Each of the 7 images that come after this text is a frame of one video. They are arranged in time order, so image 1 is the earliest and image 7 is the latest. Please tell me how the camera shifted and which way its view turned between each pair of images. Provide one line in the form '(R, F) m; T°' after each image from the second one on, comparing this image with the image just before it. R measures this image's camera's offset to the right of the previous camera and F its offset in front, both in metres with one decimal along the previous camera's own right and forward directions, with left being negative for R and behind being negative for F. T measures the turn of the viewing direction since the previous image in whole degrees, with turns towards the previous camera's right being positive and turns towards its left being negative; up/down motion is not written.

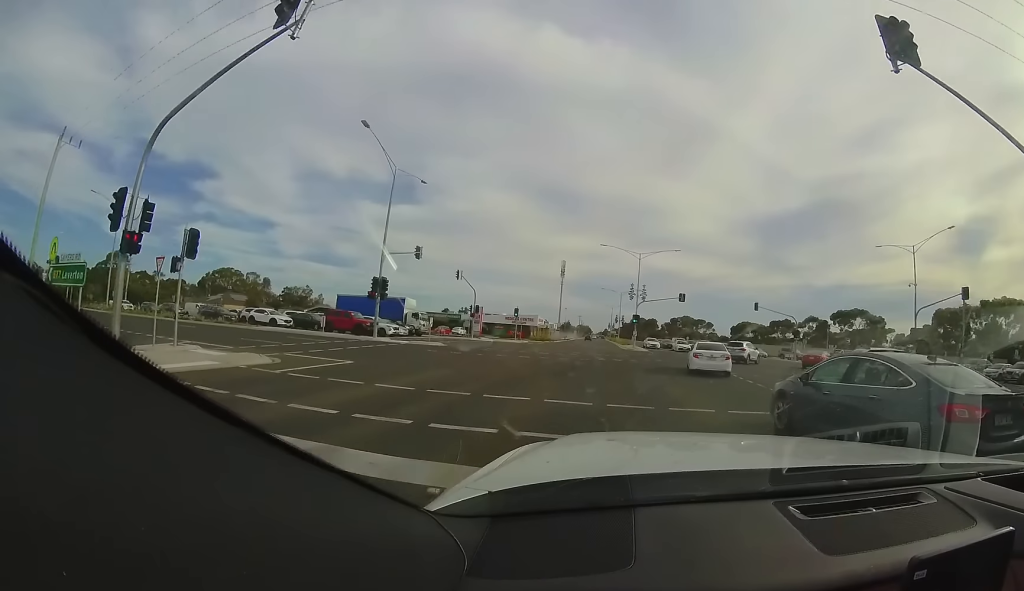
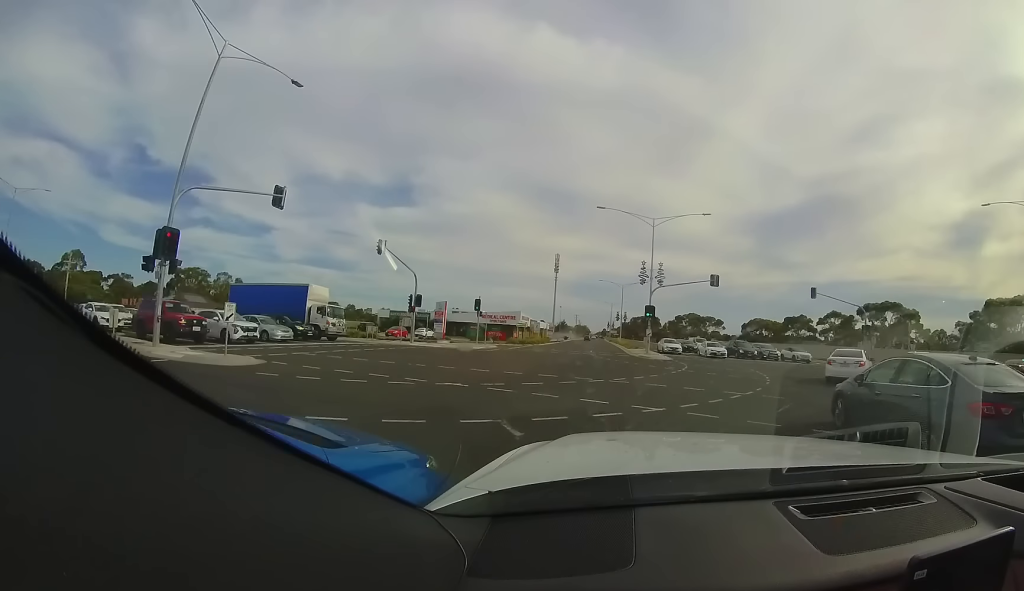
(+0.5, +13.8) m; +3°
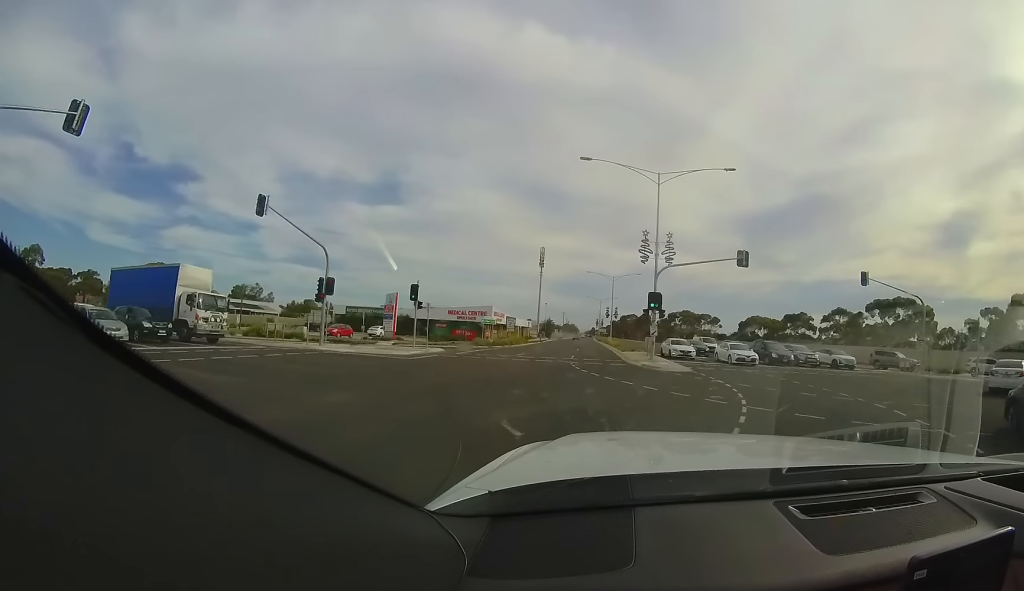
(0.0, +9.3) m; -1°
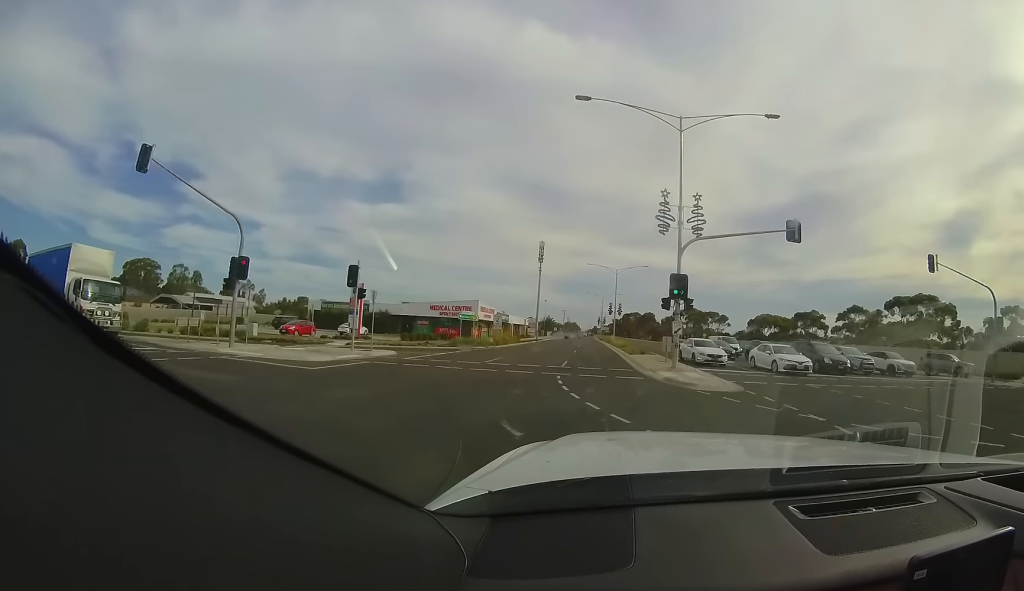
(0.0, +6.4) m; -1°
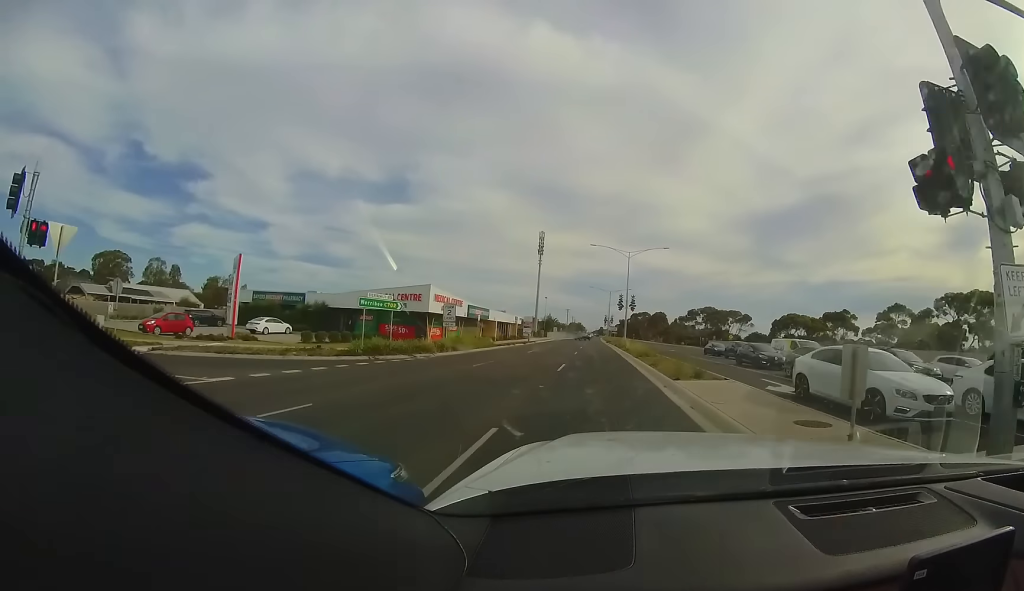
(-0.1, +13.9) m; 0°
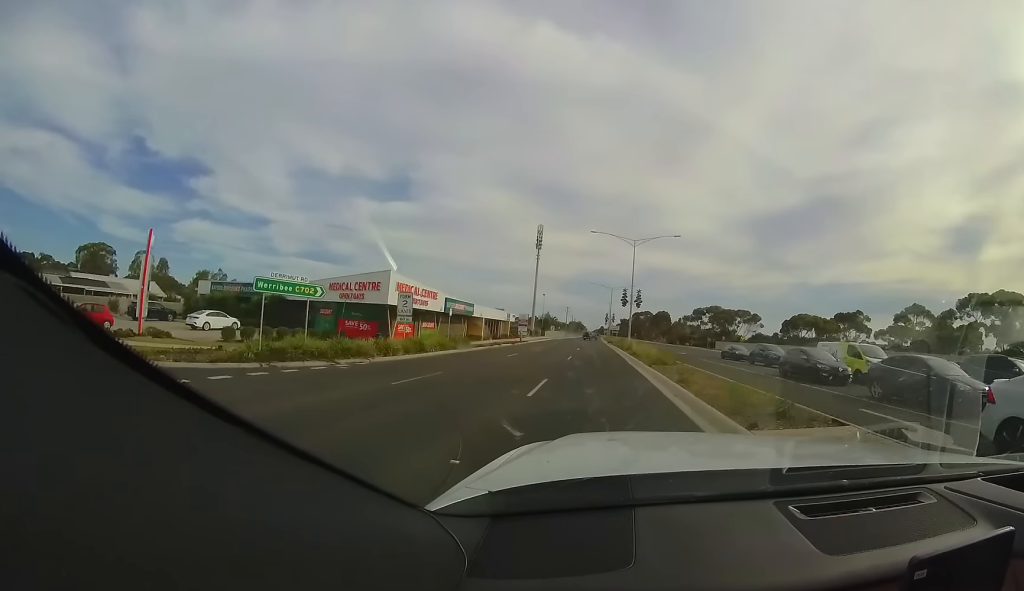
(0.0, +6.0) m; +1°
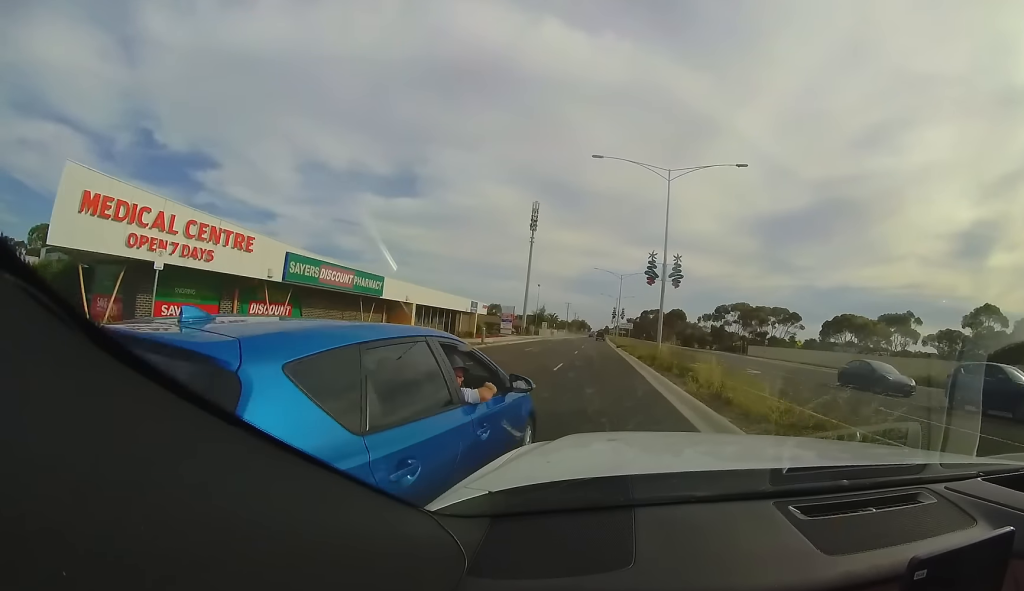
(+0.7, +18.0) m; +1°
